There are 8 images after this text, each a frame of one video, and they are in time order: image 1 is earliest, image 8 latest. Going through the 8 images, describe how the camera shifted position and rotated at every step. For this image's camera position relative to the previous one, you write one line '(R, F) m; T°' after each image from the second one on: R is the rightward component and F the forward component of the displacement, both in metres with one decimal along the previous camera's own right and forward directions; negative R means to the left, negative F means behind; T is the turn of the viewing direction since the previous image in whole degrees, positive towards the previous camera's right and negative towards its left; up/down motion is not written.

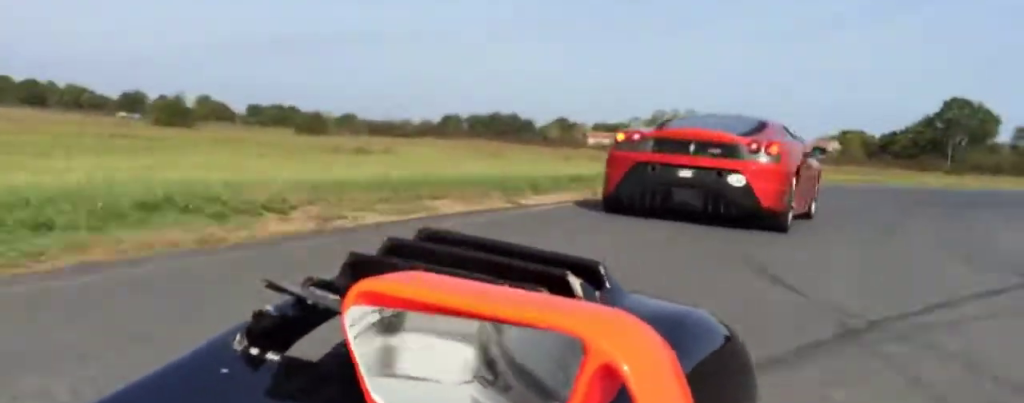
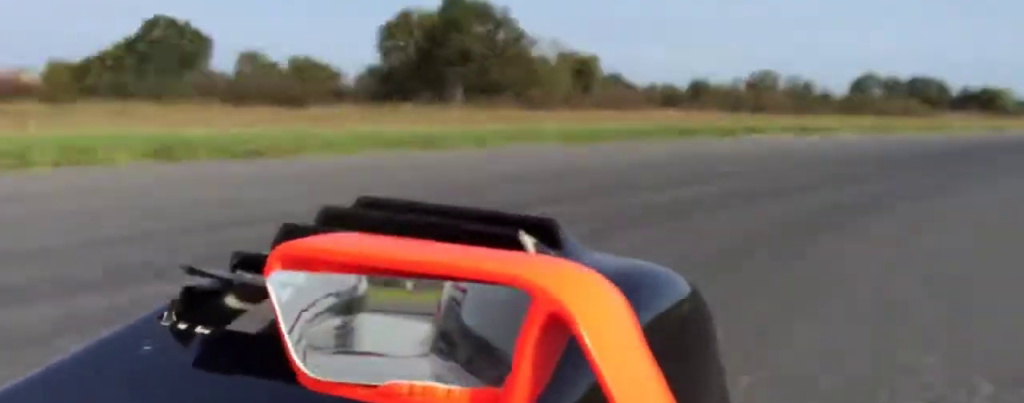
(+17.1, +38.3) m; +66°
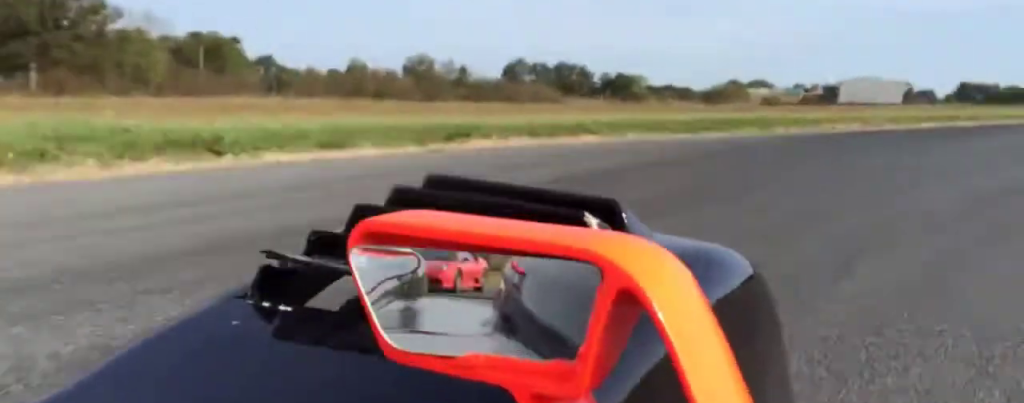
(+4.6, +19.3) m; +13°
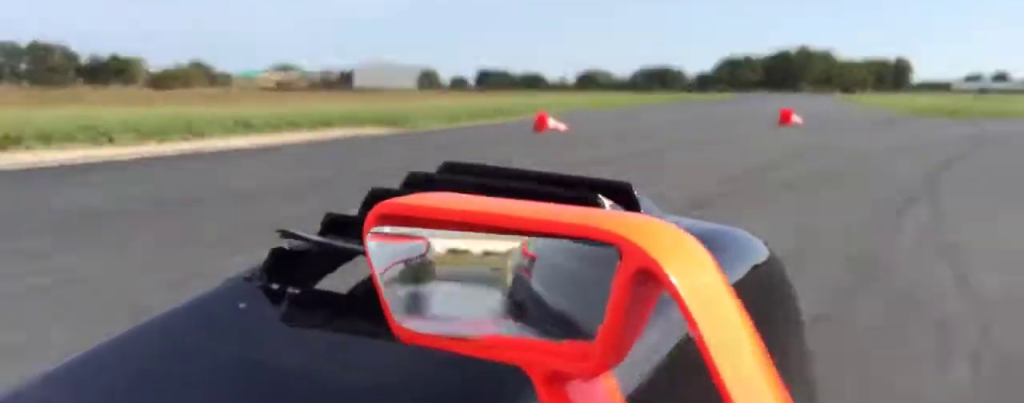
(+0.3, +22.0) m; +1°
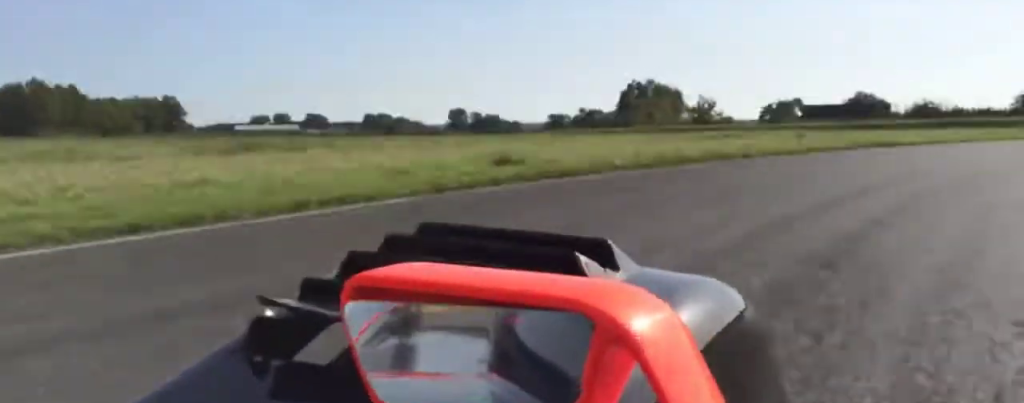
(+5.4, +28.8) m; +31°
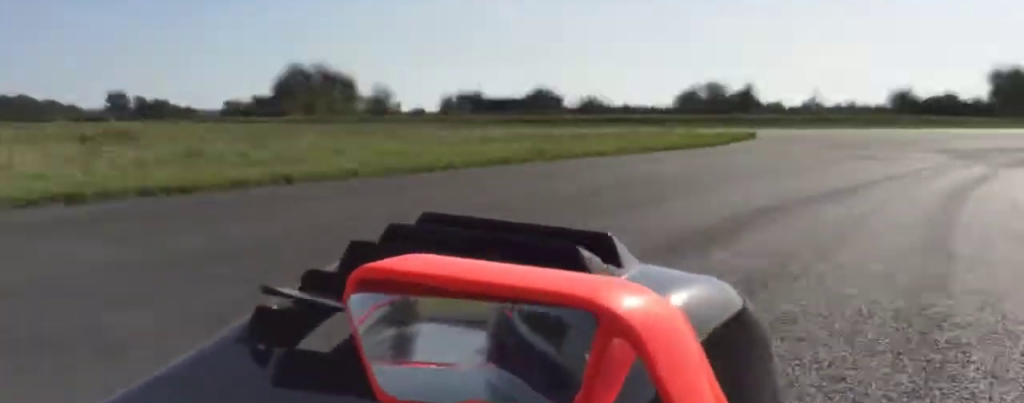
(+3.5, +16.2) m; +18°
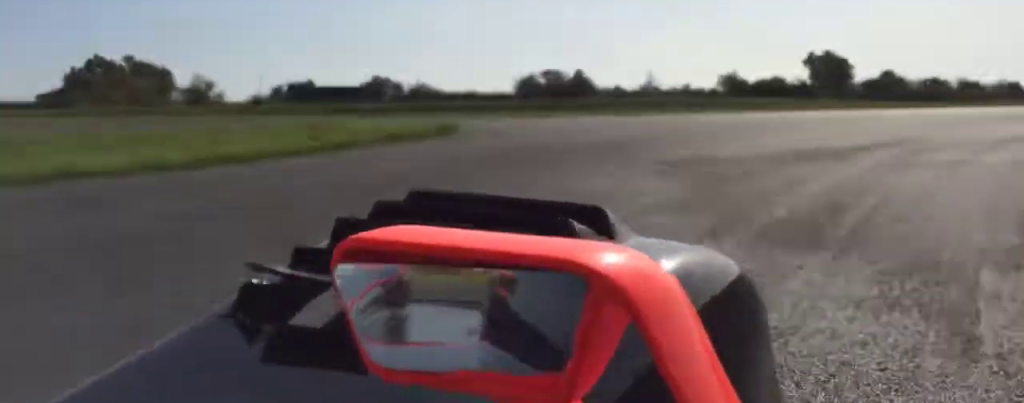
(+1.0, +12.1) m; +3°
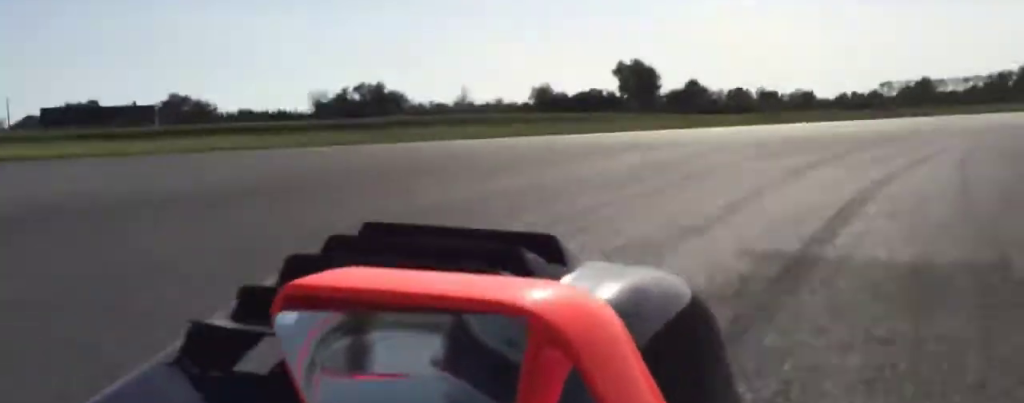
(+0.4, +13.1) m; +3°
